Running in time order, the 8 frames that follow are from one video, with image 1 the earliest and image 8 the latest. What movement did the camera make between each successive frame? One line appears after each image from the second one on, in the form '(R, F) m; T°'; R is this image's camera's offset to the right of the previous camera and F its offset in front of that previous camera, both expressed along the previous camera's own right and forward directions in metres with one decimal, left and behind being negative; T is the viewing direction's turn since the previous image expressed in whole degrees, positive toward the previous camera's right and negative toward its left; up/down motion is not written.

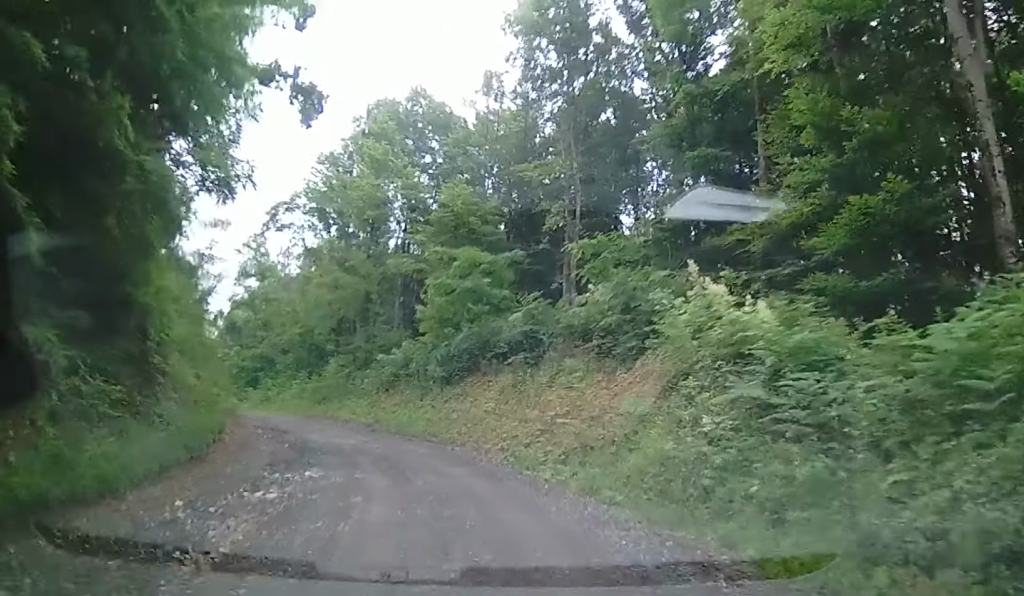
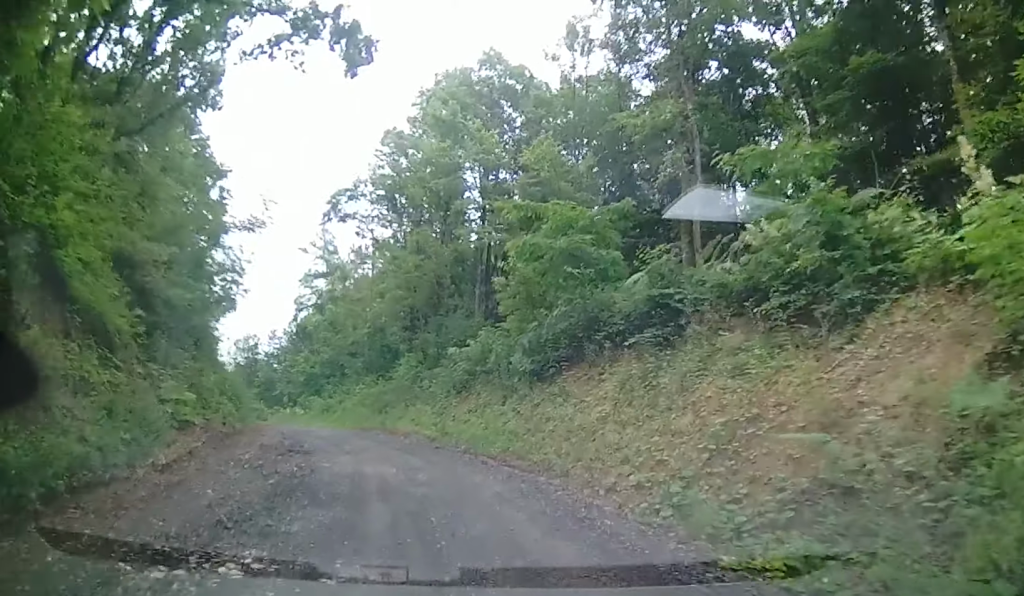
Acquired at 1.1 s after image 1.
(+0.3, +6.1) m; 0°
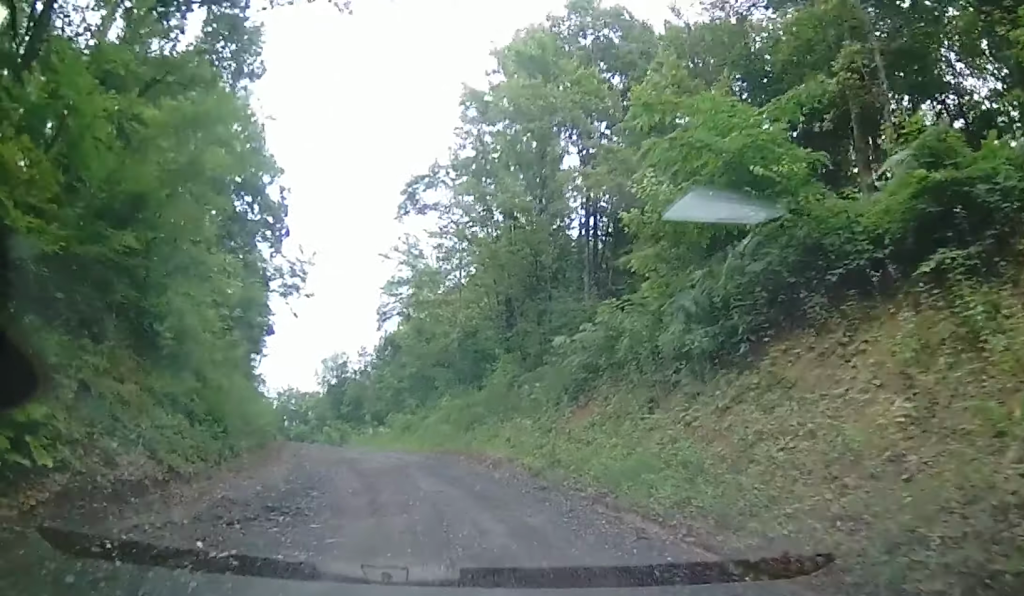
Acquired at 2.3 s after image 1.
(-0.6, +6.4) m; -14°
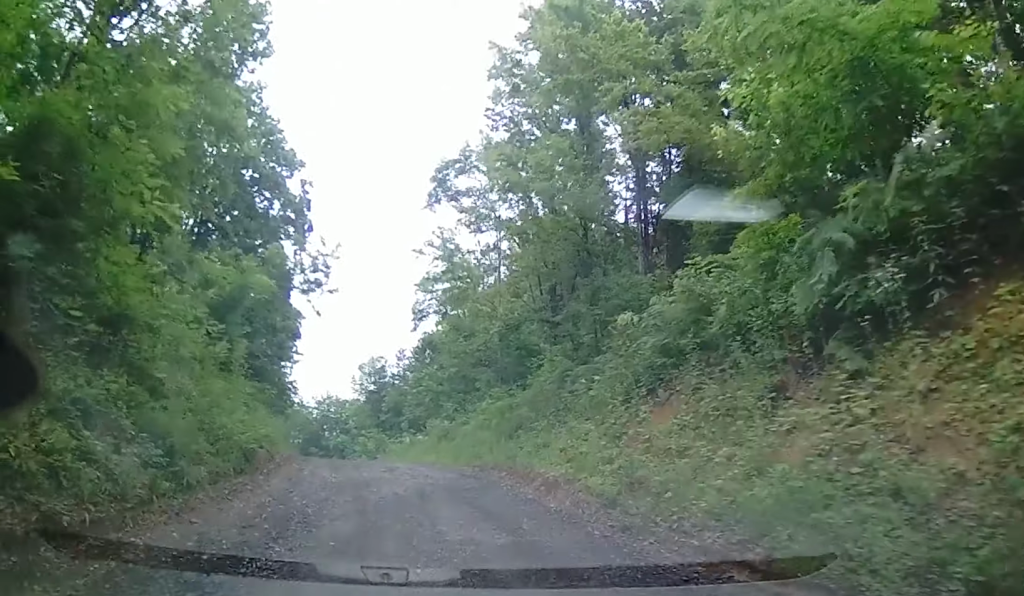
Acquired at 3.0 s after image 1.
(-0.3, +3.2) m; -7°
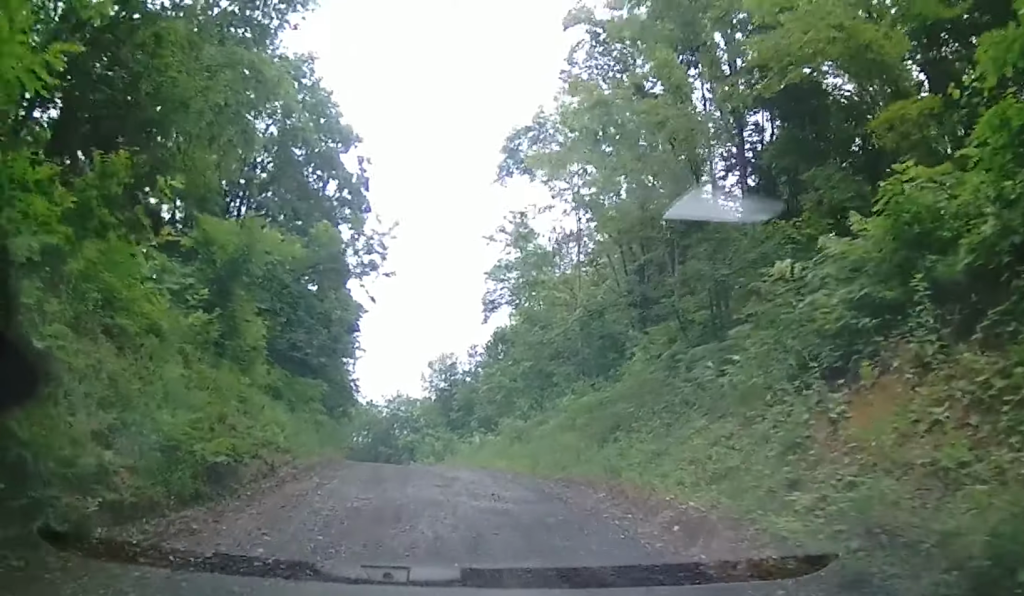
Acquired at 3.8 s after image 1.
(0.0, +4.2) m; -5°
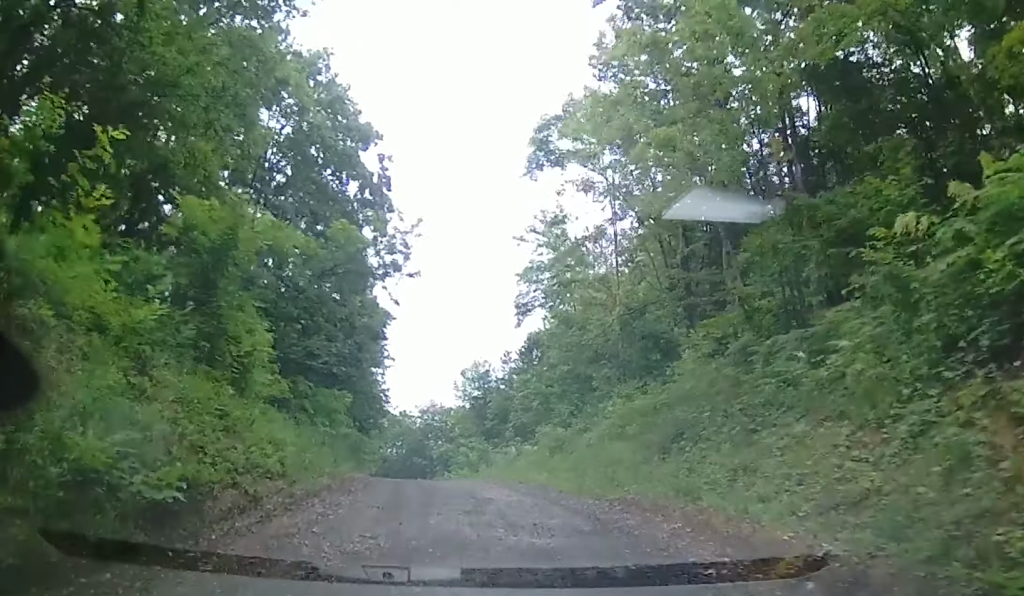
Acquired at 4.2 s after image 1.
(-0.2, +2.3) m; 0°
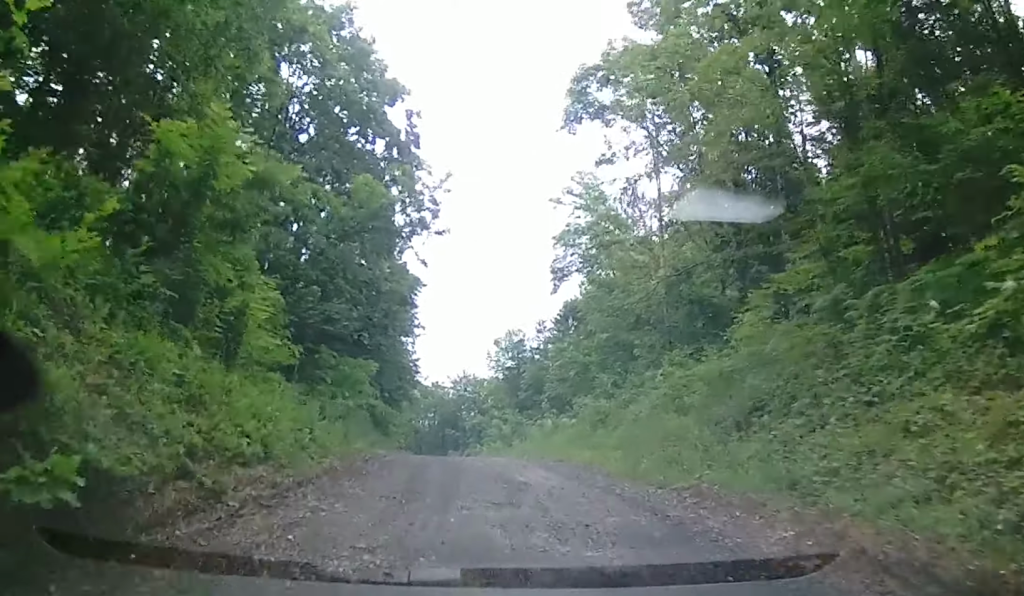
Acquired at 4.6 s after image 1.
(-0.2, +2.3) m; 0°
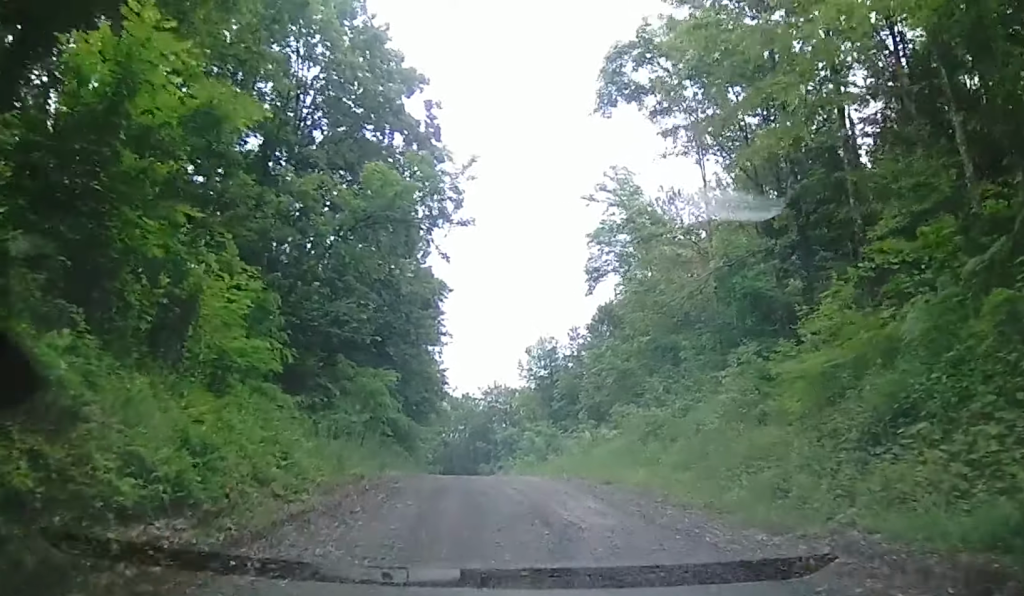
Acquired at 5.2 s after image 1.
(+0.1, +3.3) m; 0°
